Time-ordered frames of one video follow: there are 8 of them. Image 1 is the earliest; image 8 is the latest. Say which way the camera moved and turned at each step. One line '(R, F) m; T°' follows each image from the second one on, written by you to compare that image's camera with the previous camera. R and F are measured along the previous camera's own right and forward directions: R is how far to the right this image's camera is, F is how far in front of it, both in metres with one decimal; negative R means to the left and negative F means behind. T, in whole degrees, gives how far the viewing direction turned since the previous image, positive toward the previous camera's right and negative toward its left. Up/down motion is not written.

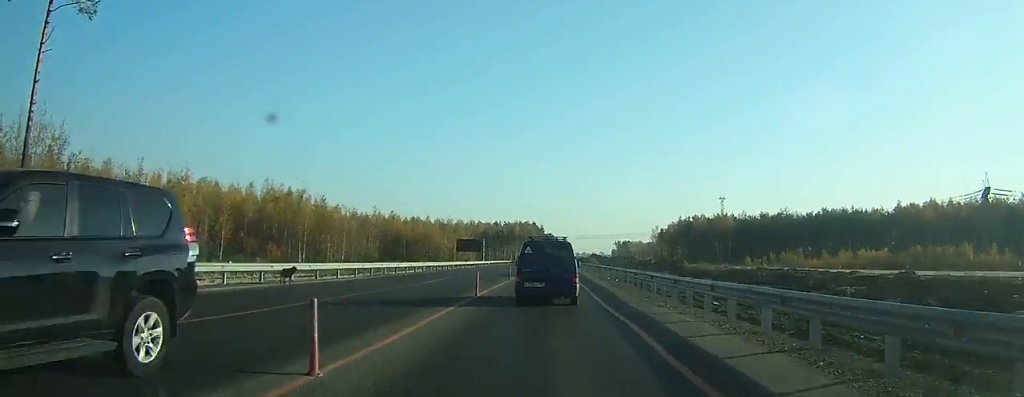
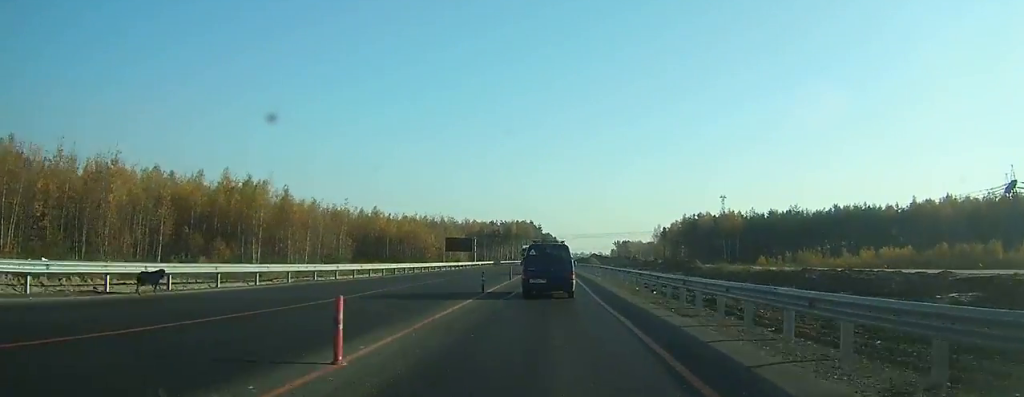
(+0.2, +12.2) m; +1°
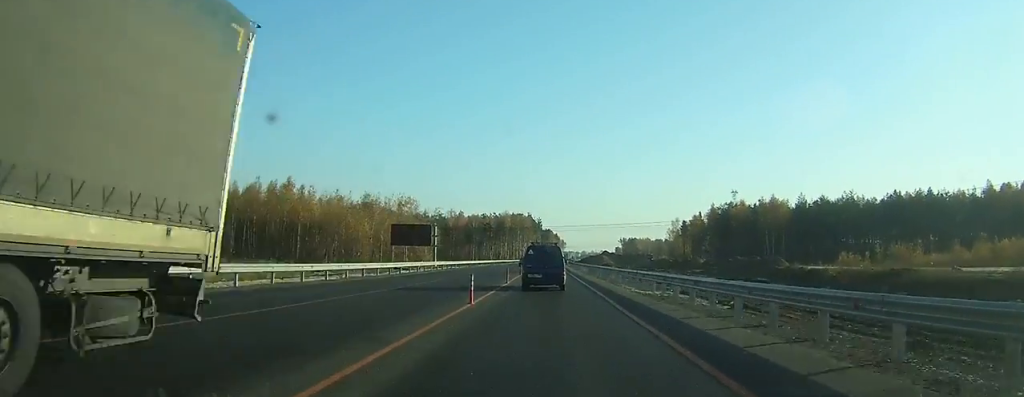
(0.0, +43.7) m; -1°
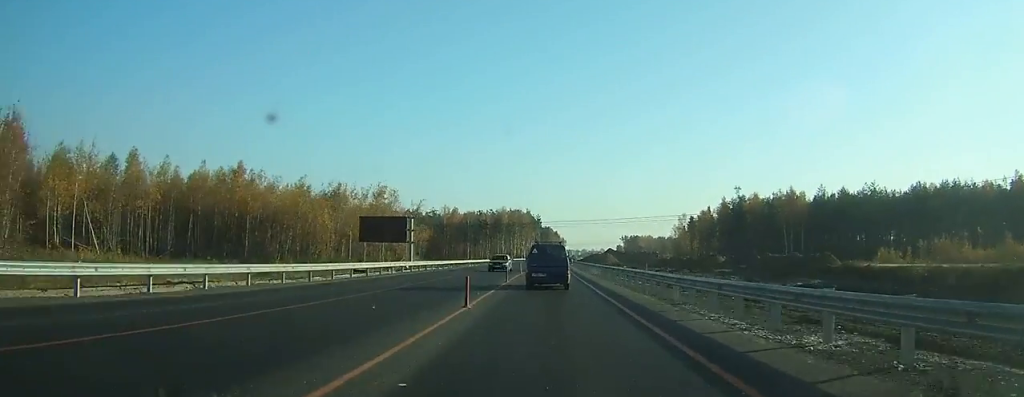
(0.0, +14.1) m; 0°
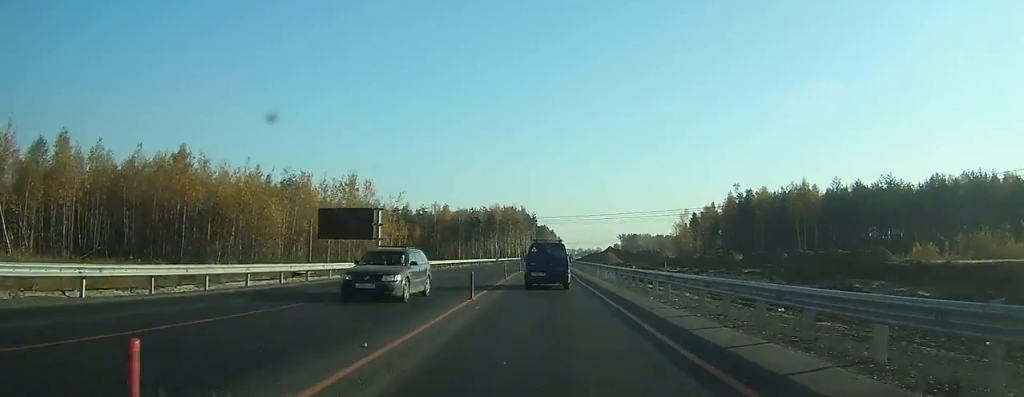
(-0.1, +11.7) m; 0°
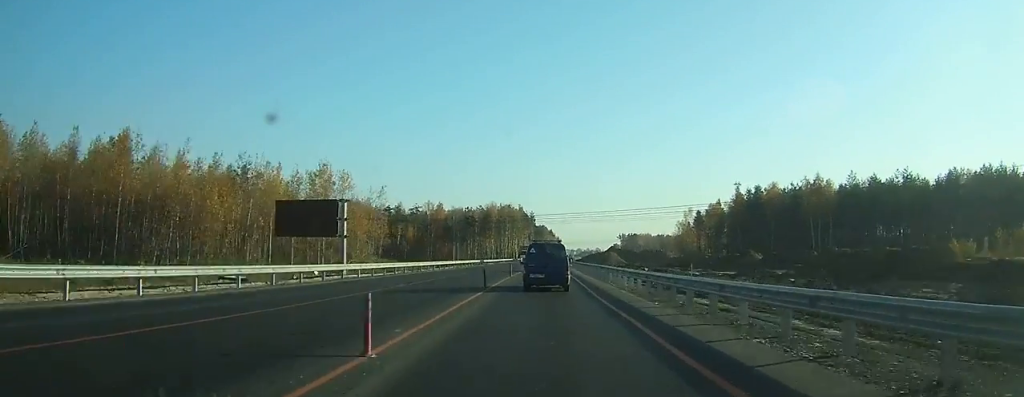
(-0.1, +9.4) m; 0°
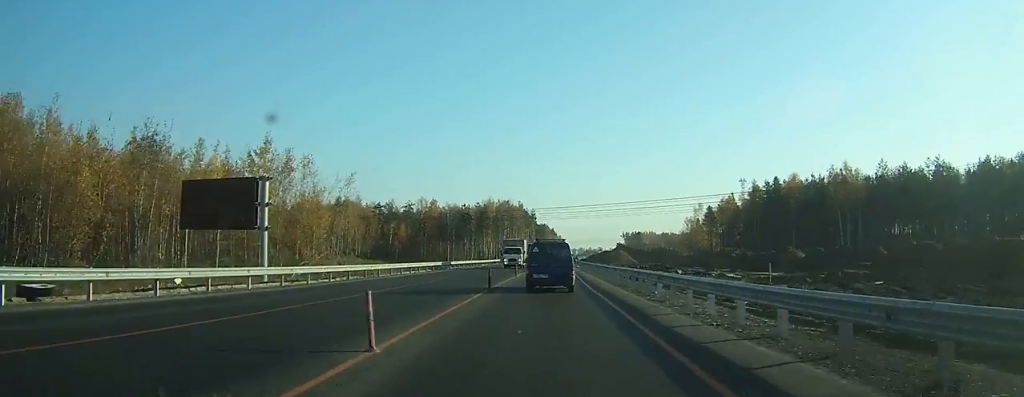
(+0.1, +14.2) m; 0°
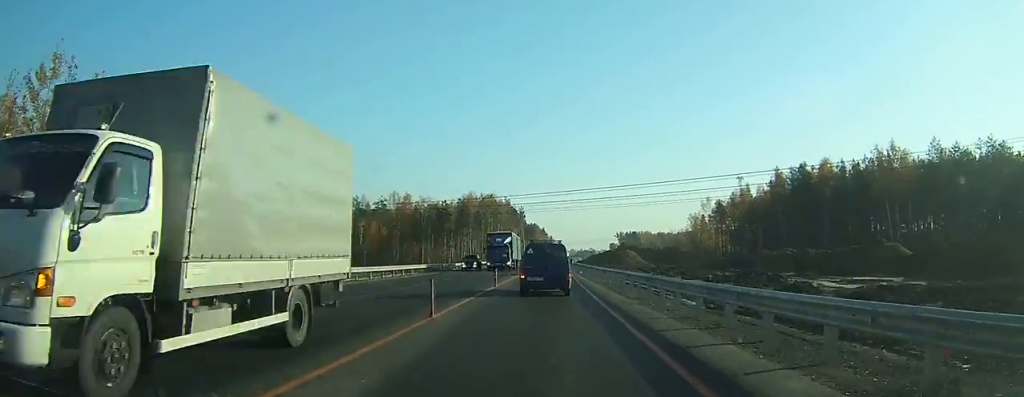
(+0.2, +24.3) m; 0°
